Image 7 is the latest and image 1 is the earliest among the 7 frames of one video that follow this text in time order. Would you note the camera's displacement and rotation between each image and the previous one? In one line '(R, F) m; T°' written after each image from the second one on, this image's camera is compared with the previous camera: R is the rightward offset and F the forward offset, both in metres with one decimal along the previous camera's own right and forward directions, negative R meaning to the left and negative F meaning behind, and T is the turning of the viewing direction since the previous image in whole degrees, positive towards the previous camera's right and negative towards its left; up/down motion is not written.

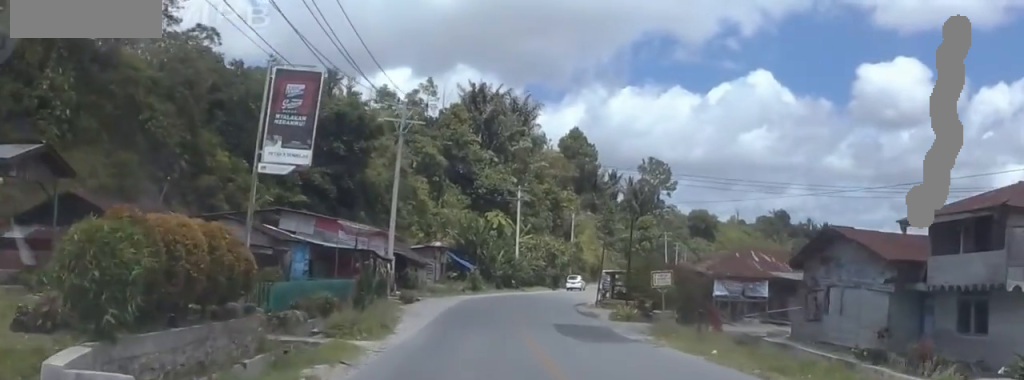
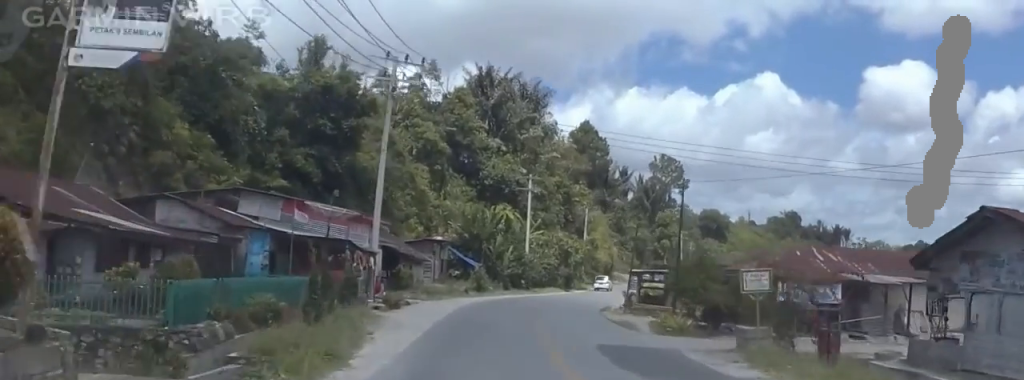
(-0.9, +9.7) m; +1°
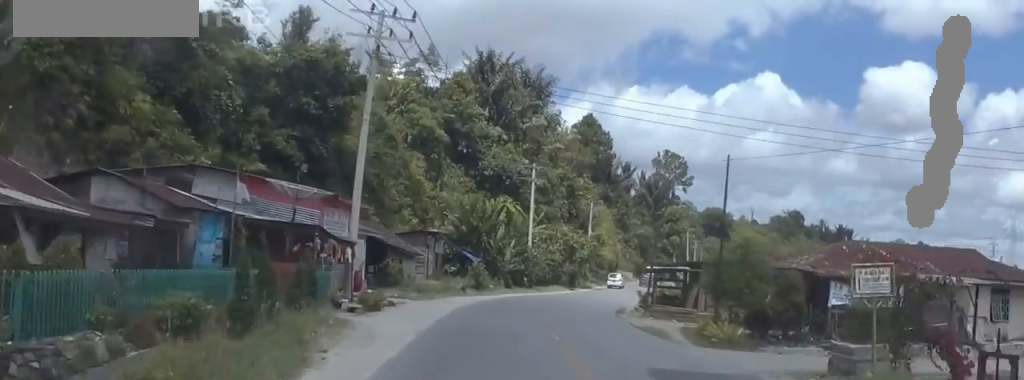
(+0.2, +6.4) m; +2°
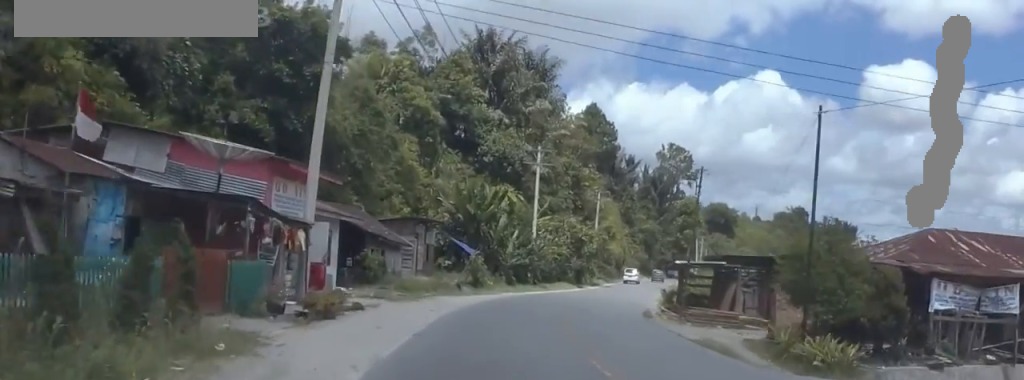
(+0.7, +8.2) m; +4°
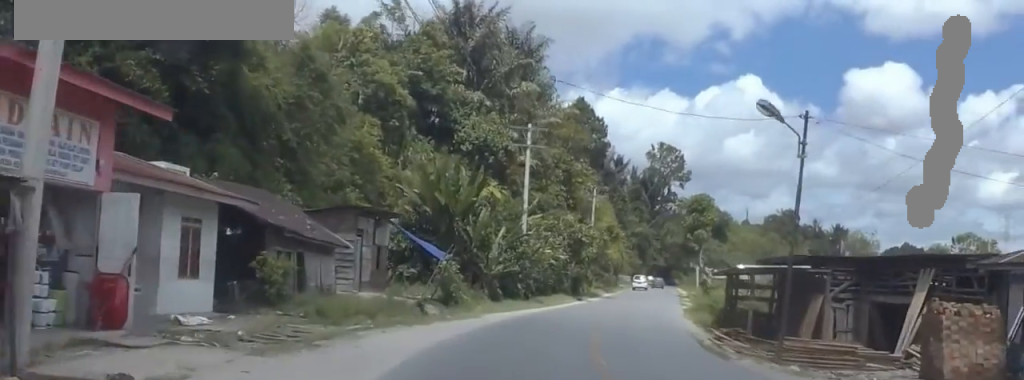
(+0.3, +14.2) m; +1°
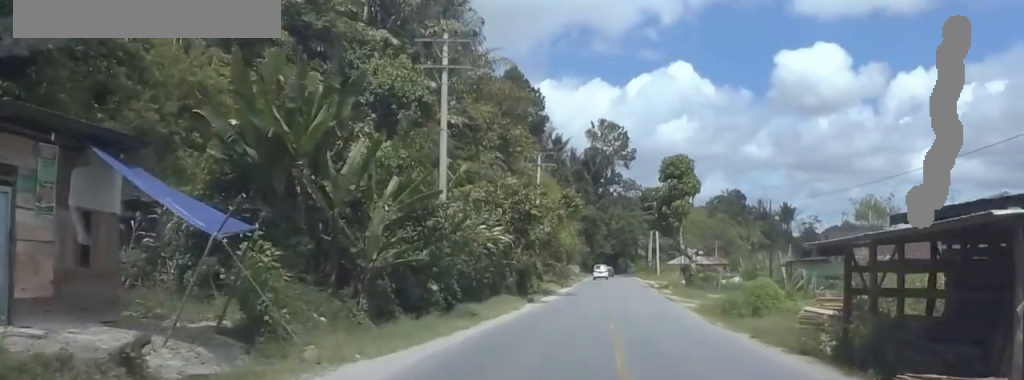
(+0.1, +19.4) m; +6°
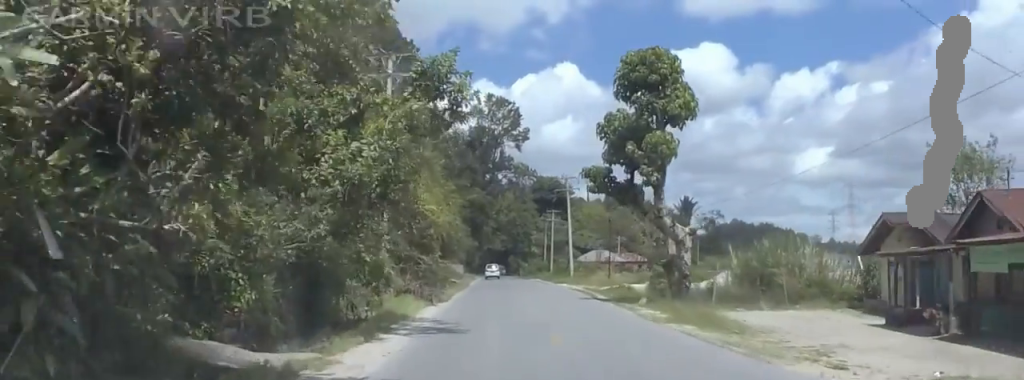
(+3.2, +32.2) m; +4°
